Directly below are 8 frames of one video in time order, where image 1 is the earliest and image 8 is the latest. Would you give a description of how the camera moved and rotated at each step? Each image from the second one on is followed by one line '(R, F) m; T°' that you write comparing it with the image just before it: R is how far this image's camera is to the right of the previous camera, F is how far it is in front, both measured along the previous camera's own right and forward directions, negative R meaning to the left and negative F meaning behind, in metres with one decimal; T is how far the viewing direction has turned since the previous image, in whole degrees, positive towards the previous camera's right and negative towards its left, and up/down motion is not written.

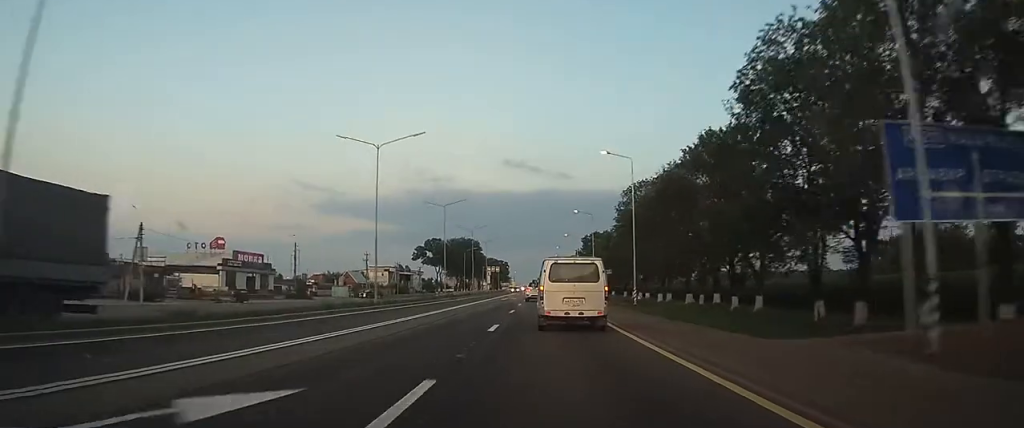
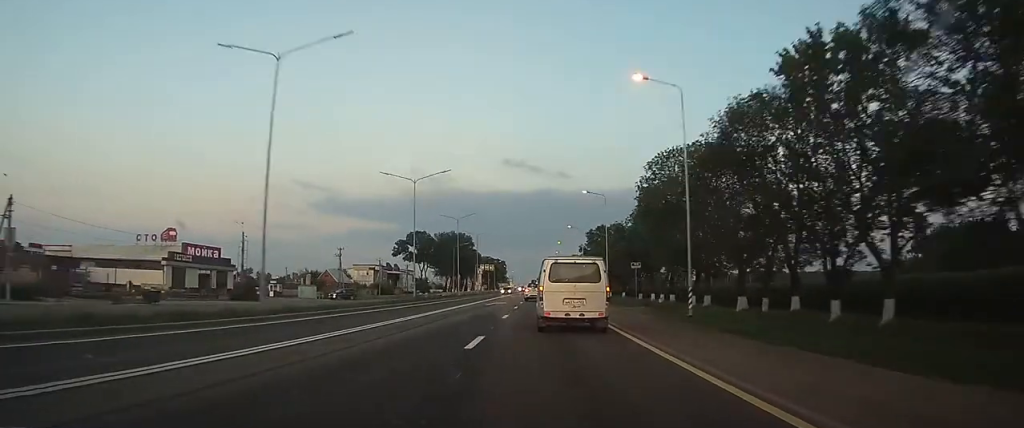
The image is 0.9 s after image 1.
(0.0, +16.7) m; 0°
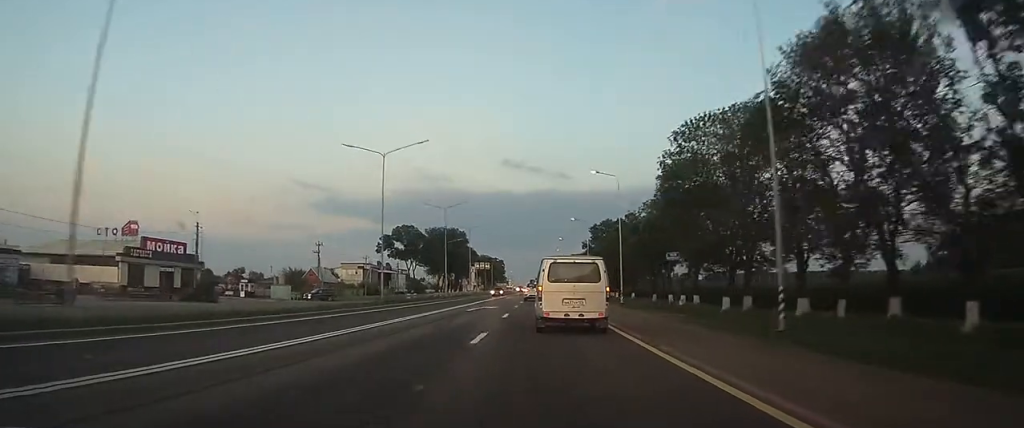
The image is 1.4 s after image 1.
(0.0, +10.9) m; 0°
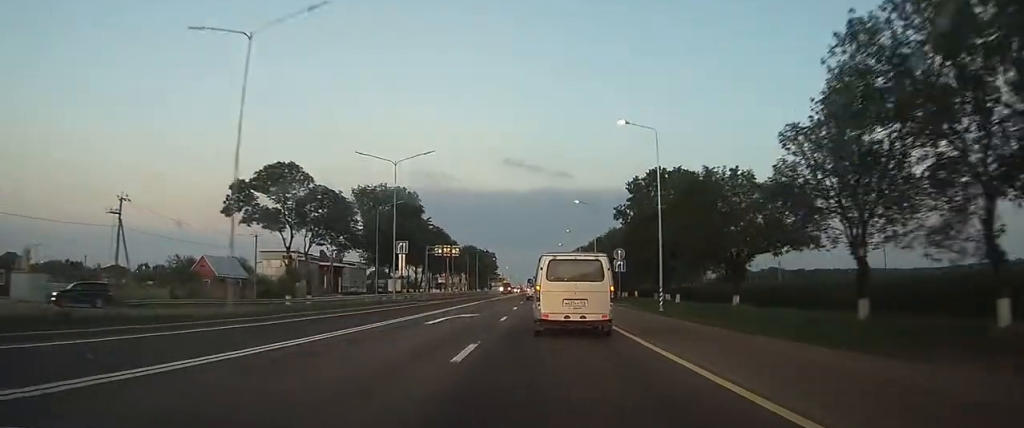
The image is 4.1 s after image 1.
(-0.1, +51.0) m; 0°
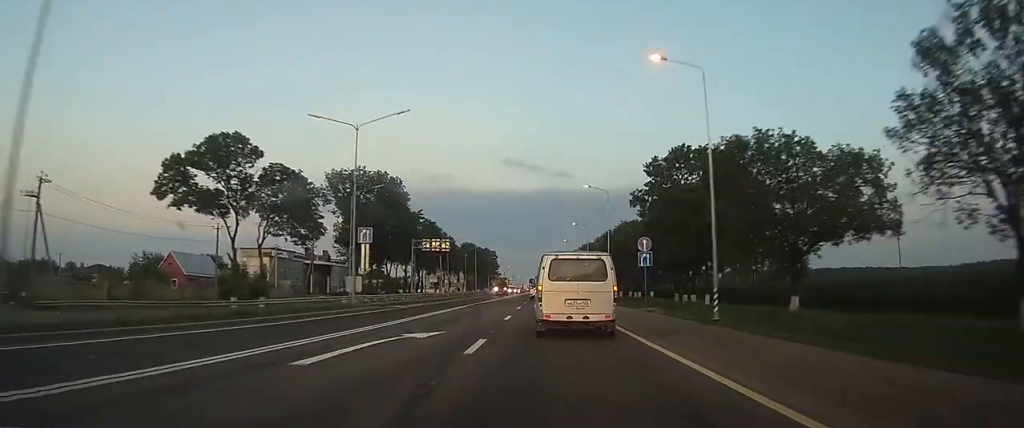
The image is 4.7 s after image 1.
(0.0, +10.7) m; 0°
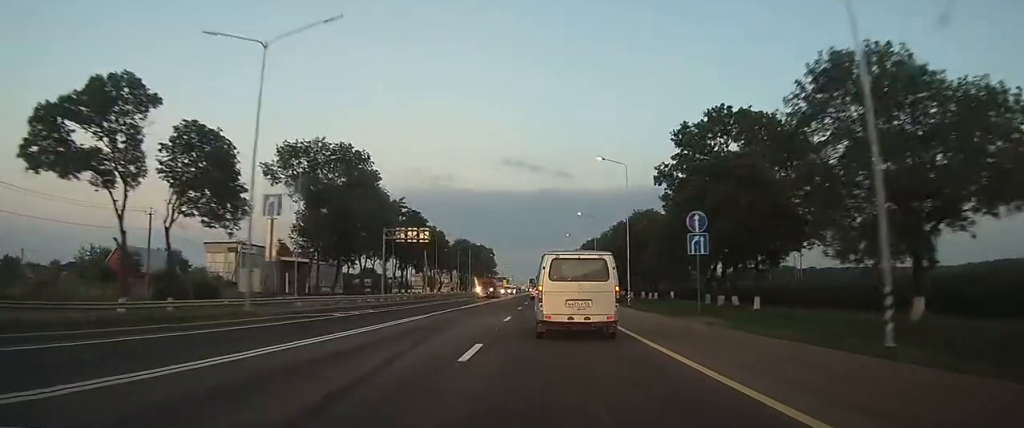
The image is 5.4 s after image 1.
(0.0, +13.1) m; 0°
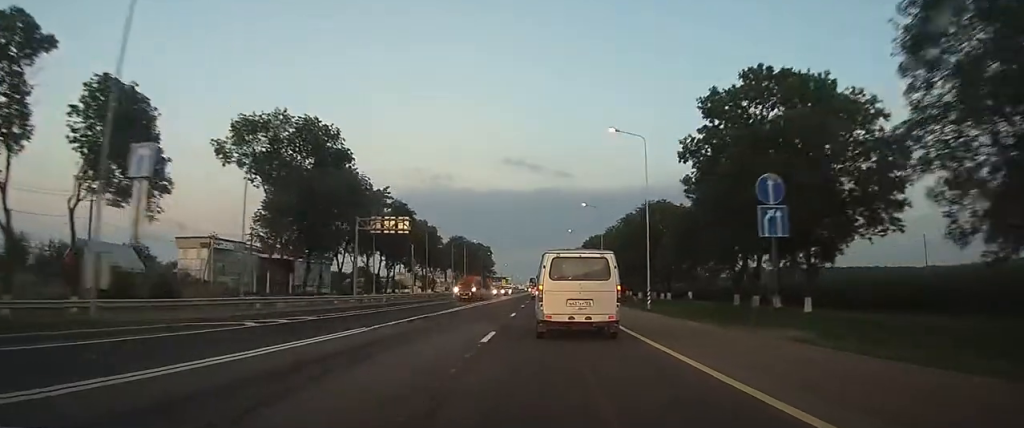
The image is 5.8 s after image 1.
(0.0, +8.6) m; 0°
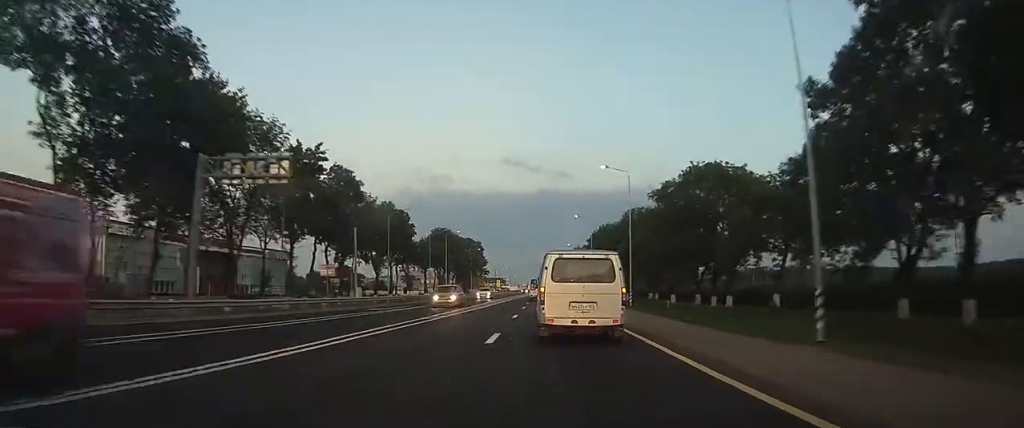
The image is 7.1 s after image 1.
(-0.1, +23.7) m; 0°
